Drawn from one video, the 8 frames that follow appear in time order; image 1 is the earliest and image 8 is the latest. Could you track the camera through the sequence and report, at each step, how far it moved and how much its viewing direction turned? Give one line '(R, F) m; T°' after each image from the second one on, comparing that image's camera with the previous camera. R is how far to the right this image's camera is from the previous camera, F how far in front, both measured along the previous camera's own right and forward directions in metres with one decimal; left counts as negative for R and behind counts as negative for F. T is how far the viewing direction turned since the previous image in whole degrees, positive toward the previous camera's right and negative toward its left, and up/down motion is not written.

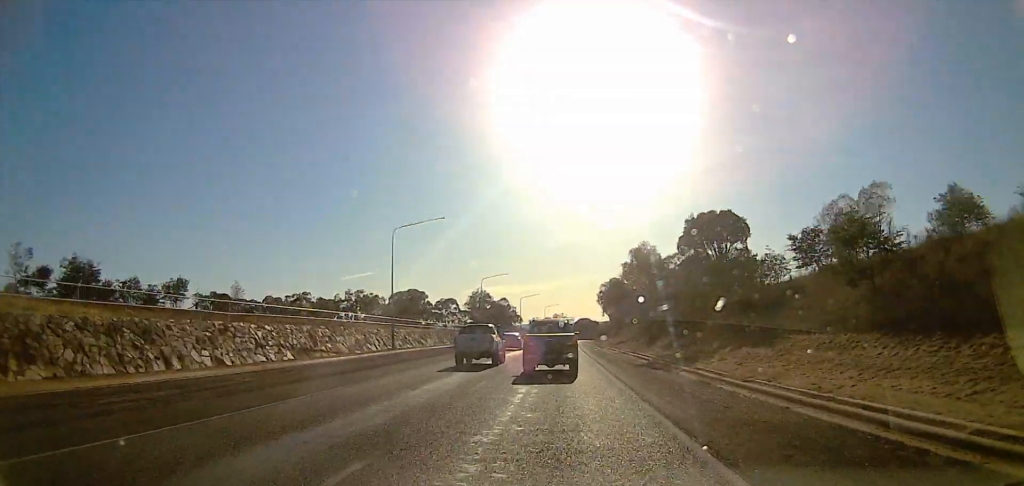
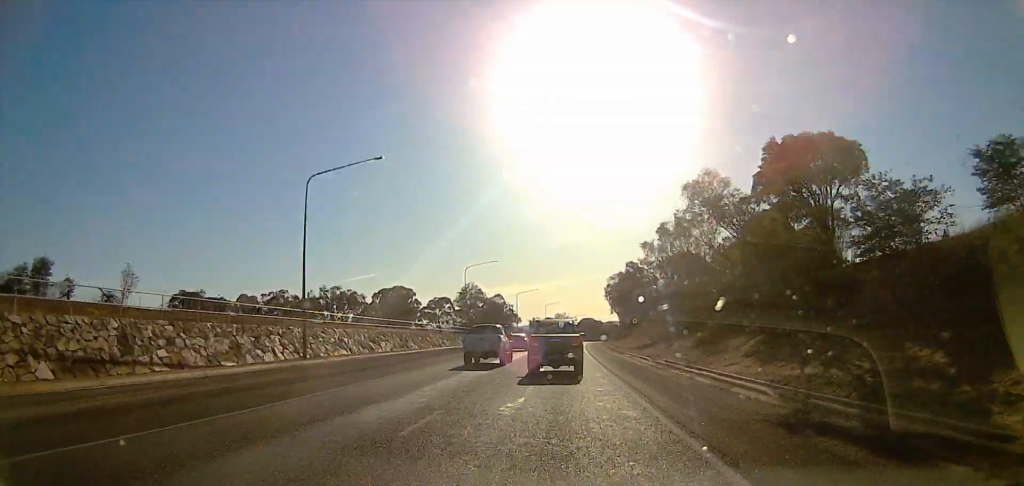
(+0.1, +15.8) m; +1°
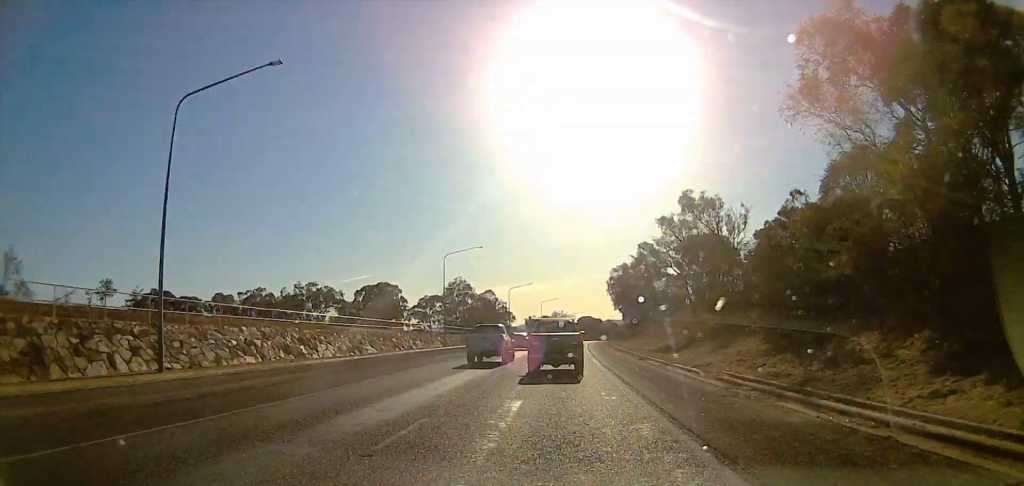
(+0.2, +10.7) m; 0°
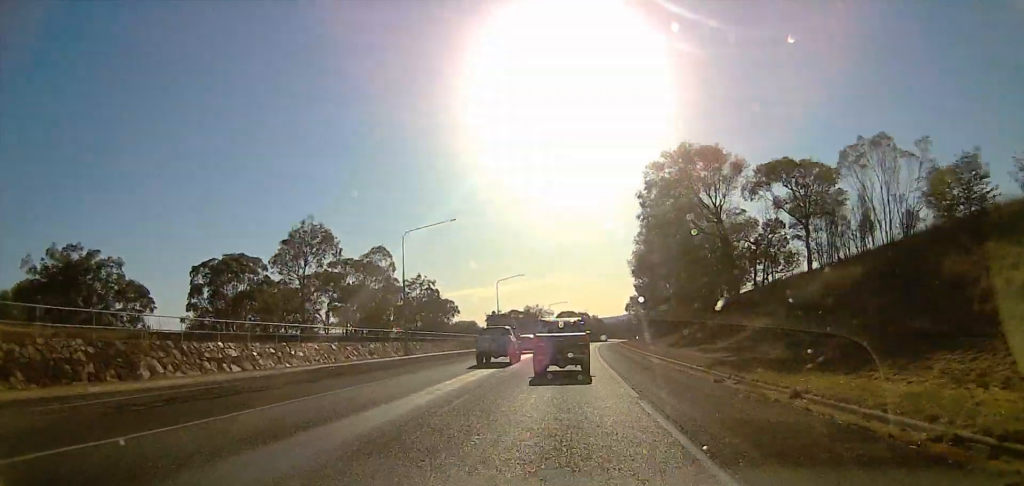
(-1.4, +58.7) m; 0°
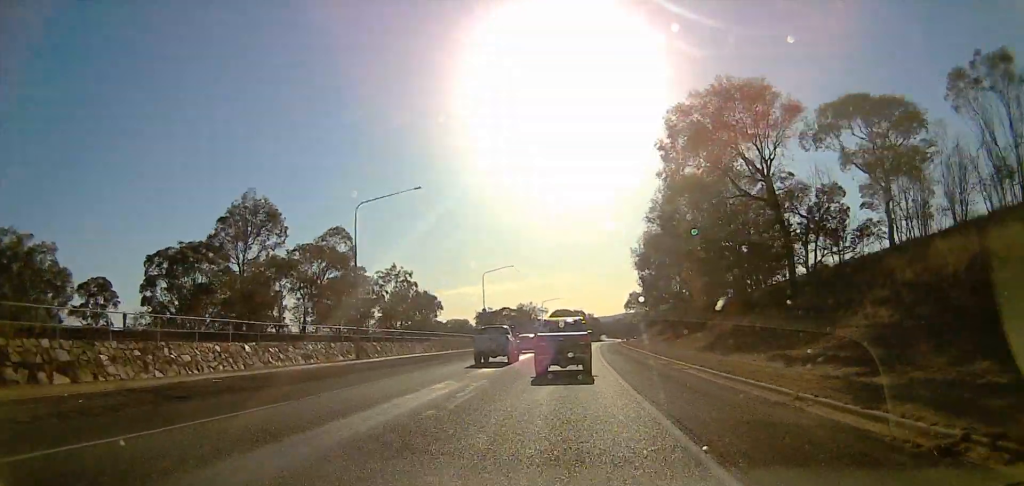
(+0.2, +9.3) m; +1°
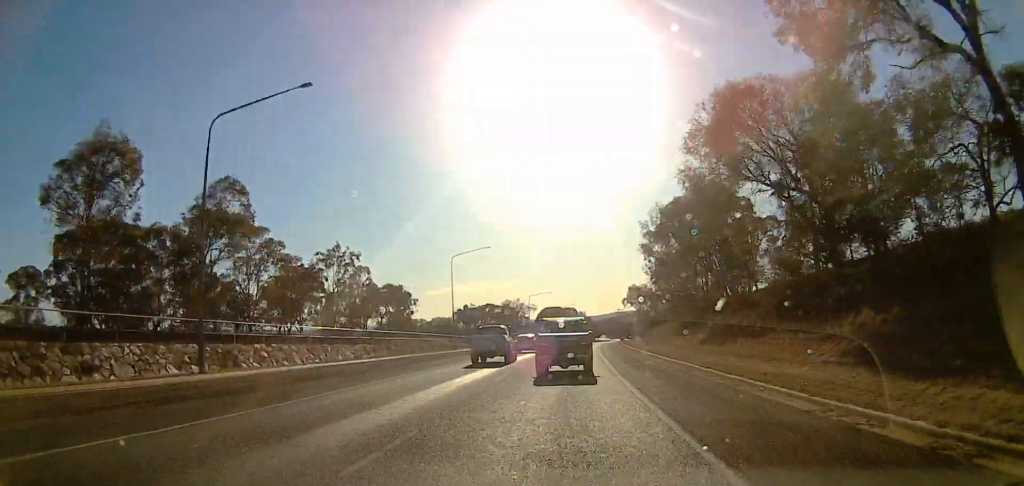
(+0.2, +15.0) m; +1°
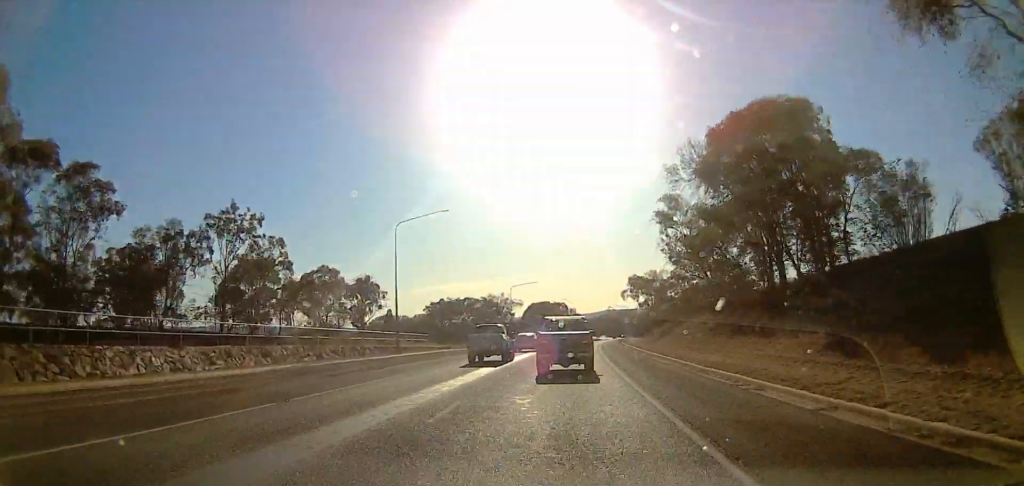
(+0.2, +17.8) m; +1°
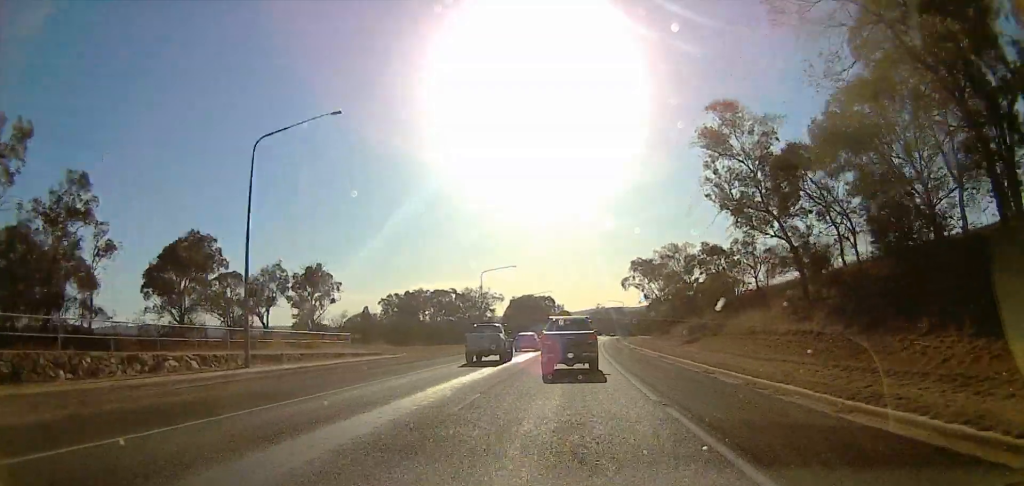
(0.0, +21.6) m; 0°
